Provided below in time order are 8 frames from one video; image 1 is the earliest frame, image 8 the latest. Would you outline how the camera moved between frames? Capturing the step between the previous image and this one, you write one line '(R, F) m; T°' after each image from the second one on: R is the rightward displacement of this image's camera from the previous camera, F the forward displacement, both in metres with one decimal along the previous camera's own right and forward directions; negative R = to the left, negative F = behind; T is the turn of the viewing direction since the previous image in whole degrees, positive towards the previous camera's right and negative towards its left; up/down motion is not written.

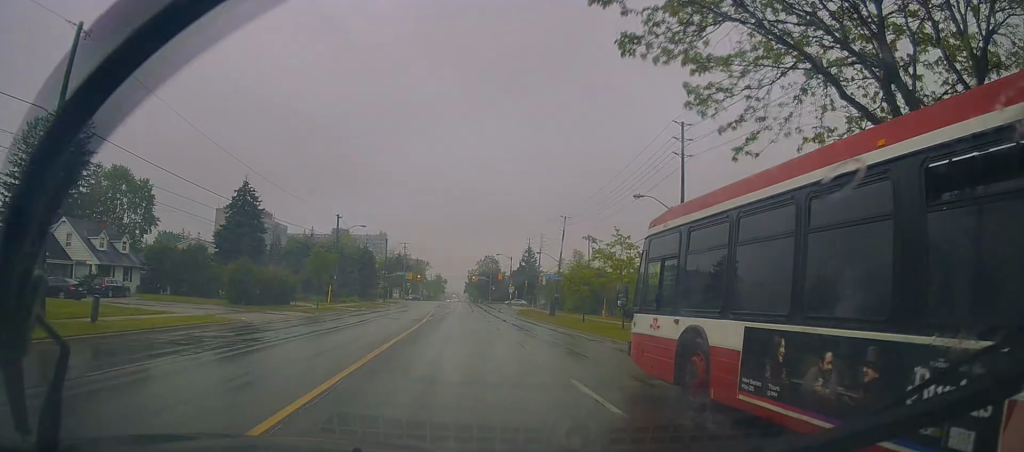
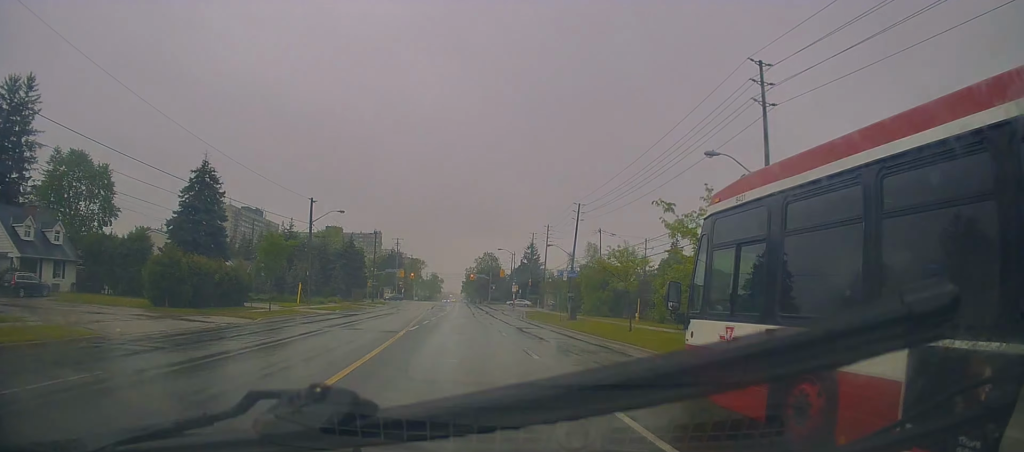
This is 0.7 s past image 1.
(+0.2, +11.0) m; +1°
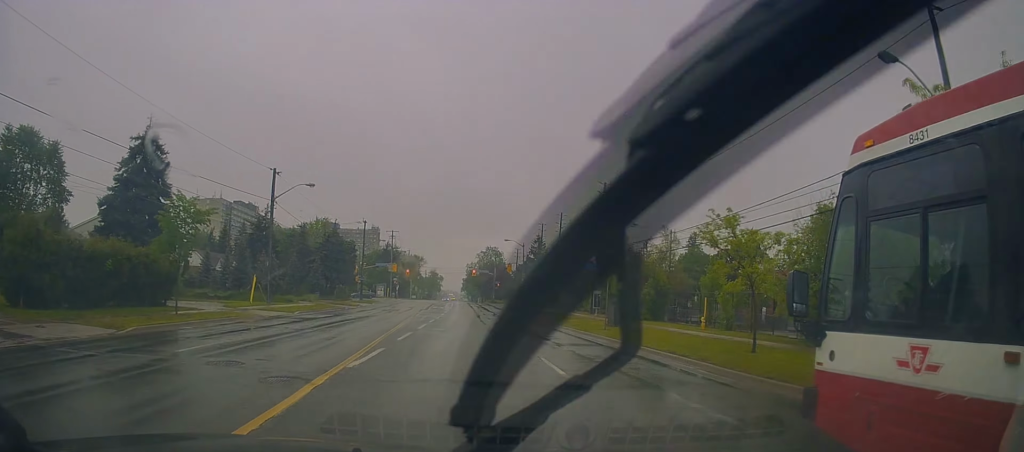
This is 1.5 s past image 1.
(+0.2, +11.7) m; 0°
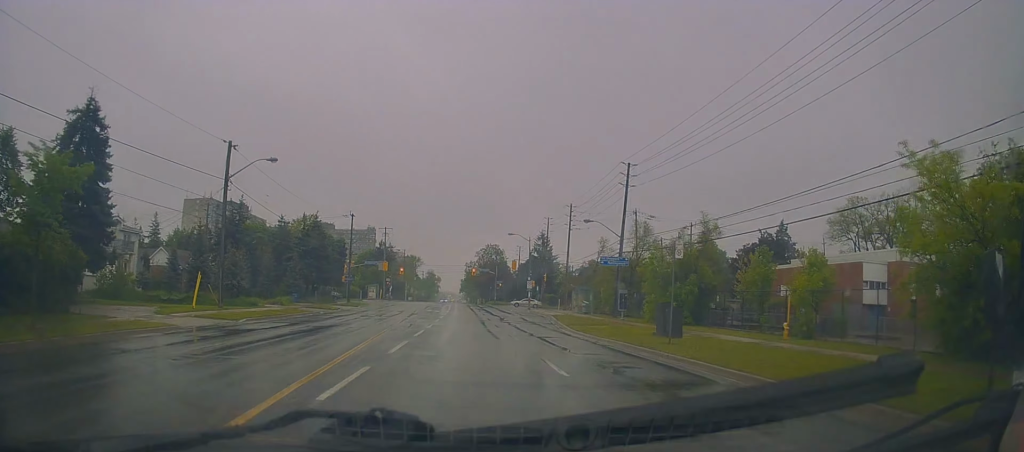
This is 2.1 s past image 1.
(-0.1, +9.0) m; 0°
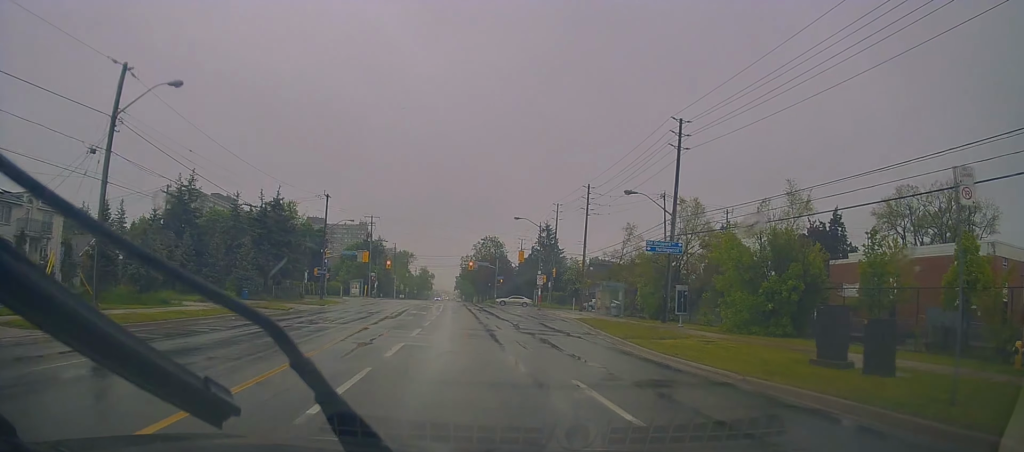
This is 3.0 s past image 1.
(0.0, +12.9) m; 0°
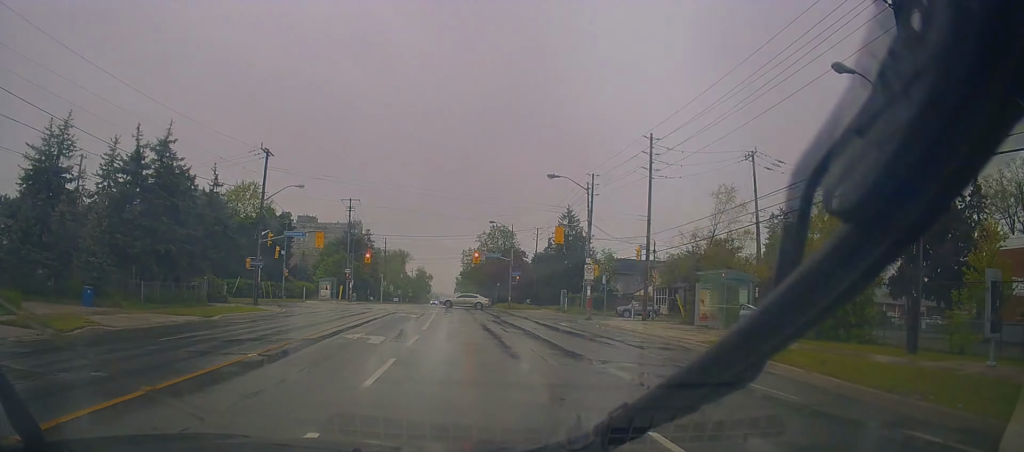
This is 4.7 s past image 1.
(-0.3, +20.8) m; -1°
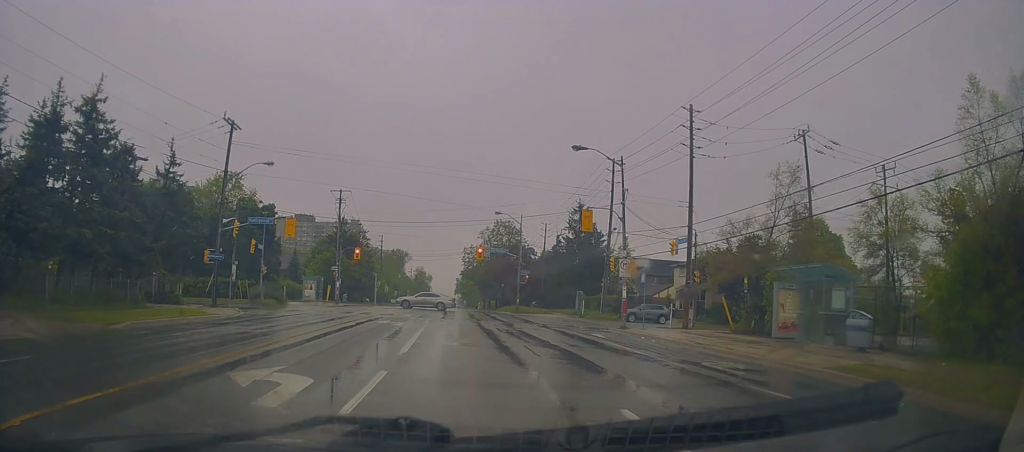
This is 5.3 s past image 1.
(+0.1, +6.8) m; +1°
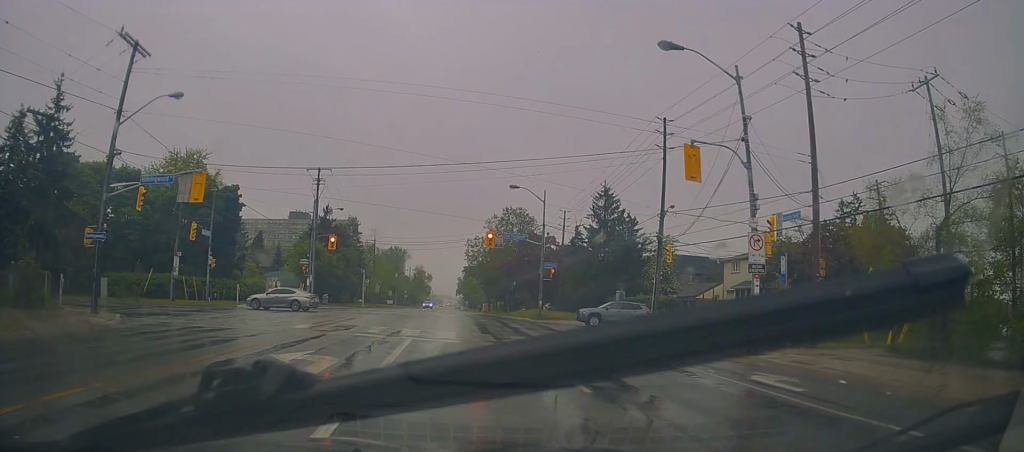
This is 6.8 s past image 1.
(+0.2, +12.2) m; +4°
